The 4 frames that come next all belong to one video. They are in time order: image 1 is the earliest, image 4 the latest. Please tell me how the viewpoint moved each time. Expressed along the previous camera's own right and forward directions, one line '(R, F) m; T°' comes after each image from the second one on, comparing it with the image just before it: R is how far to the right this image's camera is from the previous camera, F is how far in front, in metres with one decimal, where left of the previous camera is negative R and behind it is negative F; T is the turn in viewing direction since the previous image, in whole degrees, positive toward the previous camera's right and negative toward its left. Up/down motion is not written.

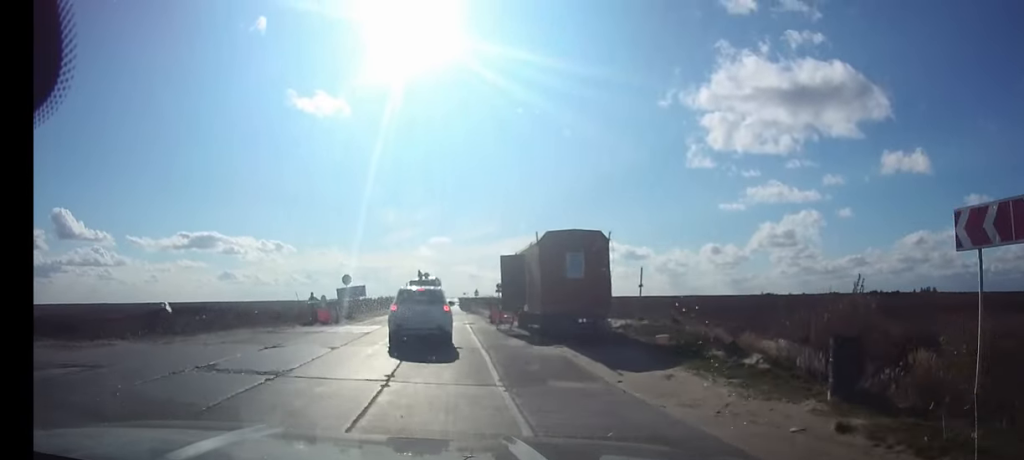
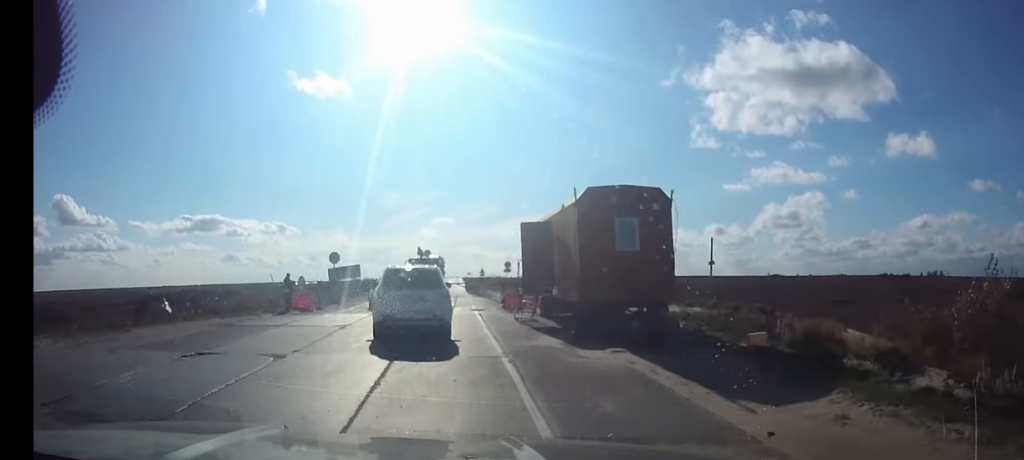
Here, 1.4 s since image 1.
(0.0, +4.9) m; 0°
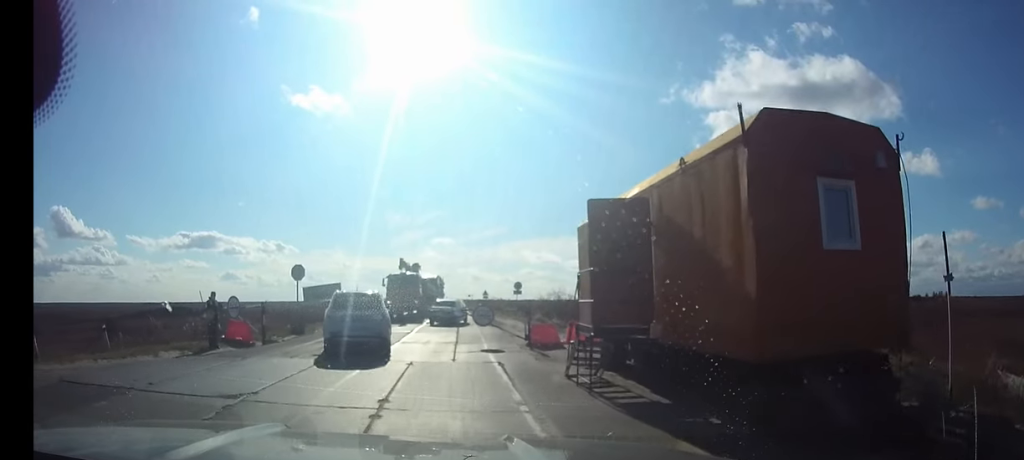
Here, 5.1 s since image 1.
(0.0, +8.4) m; 0°
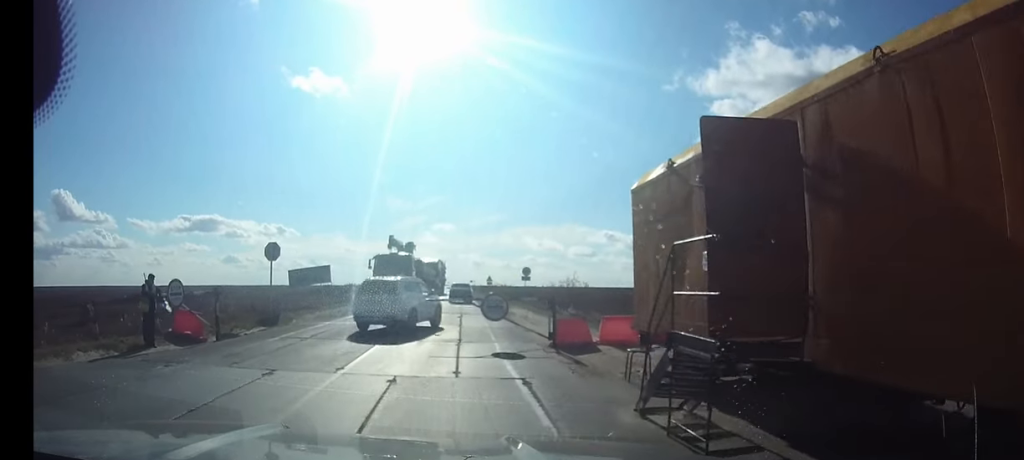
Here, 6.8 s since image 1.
(0.0, +3.2) m; +1°
